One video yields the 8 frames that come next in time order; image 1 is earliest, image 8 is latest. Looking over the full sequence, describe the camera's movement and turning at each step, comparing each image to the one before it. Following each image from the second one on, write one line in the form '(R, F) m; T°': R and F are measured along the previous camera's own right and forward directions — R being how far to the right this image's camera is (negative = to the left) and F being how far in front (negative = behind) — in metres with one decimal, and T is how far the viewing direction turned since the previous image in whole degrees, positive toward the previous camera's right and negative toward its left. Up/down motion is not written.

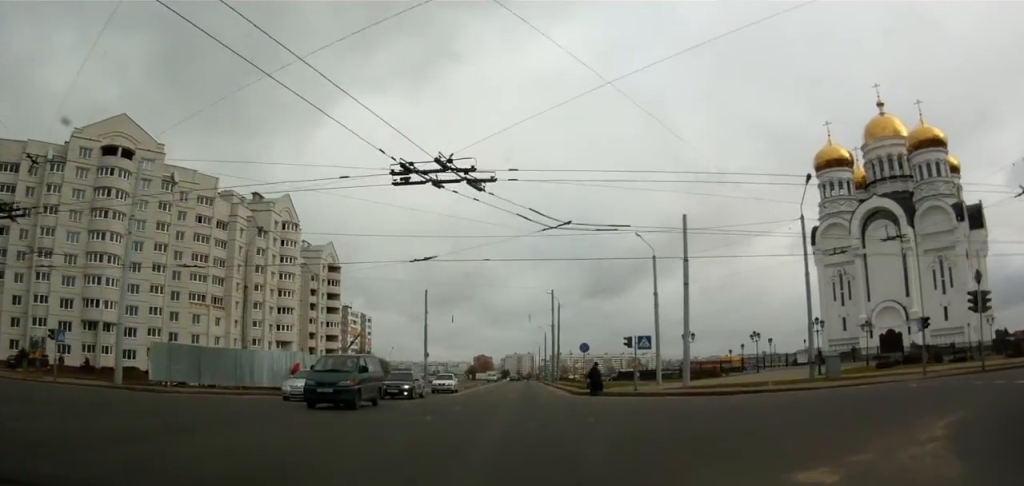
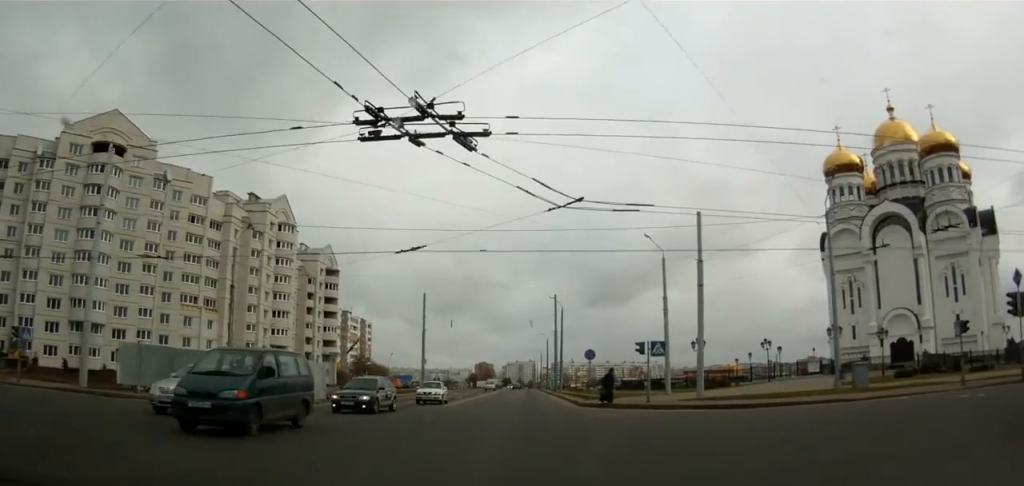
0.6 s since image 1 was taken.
(+0.1, +2.8) m; +1°
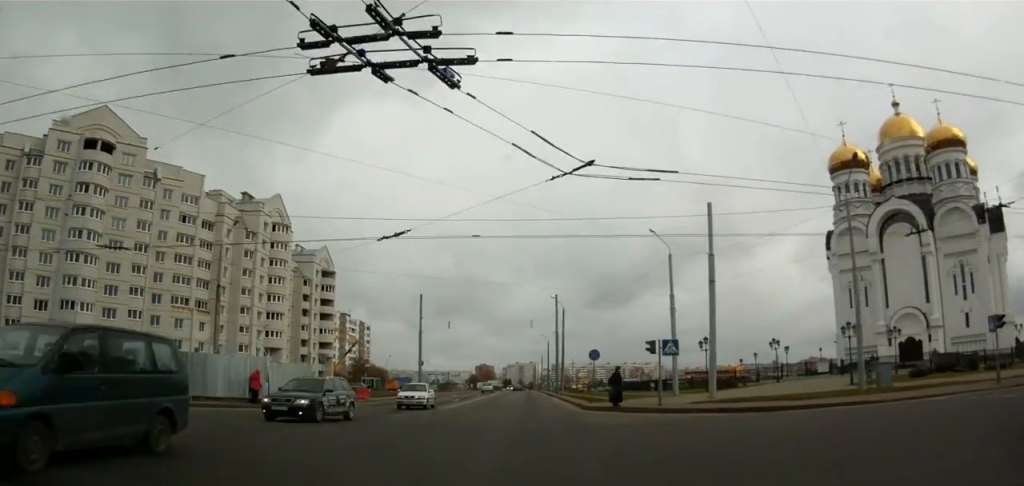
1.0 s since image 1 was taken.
(+0.1, +2.5) m; 0°
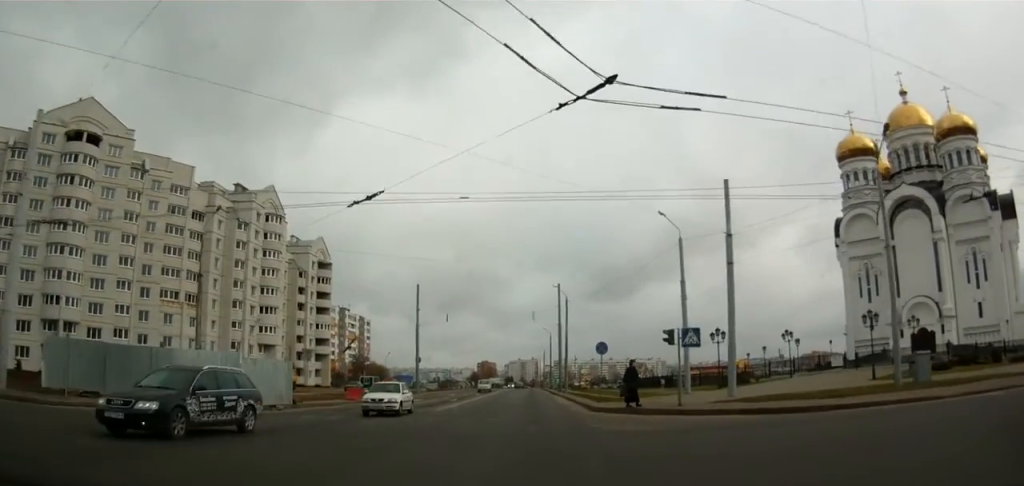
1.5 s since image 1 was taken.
(0.0, +2.8) m; -1°
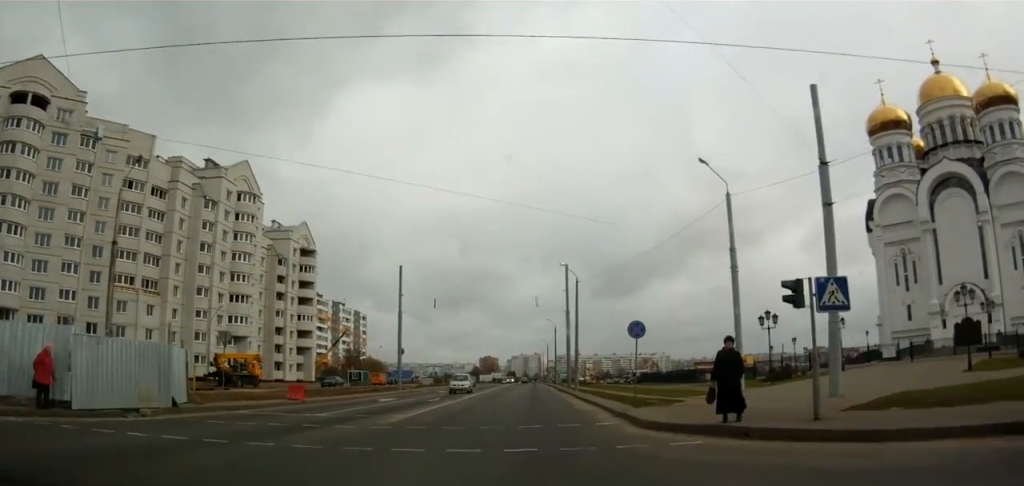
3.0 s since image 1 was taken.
(-0.5, +10.1) m; -3°
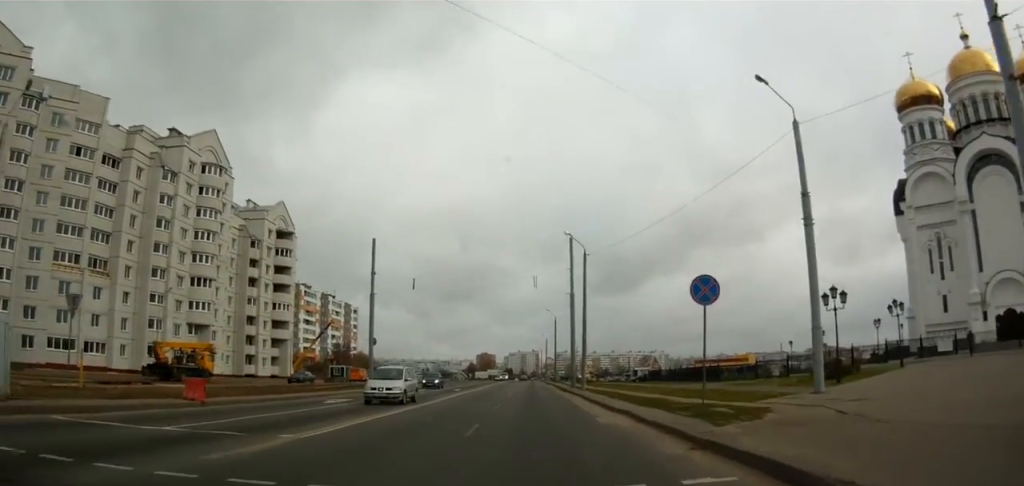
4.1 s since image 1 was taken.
(+0.1, +9.0) m; +2°
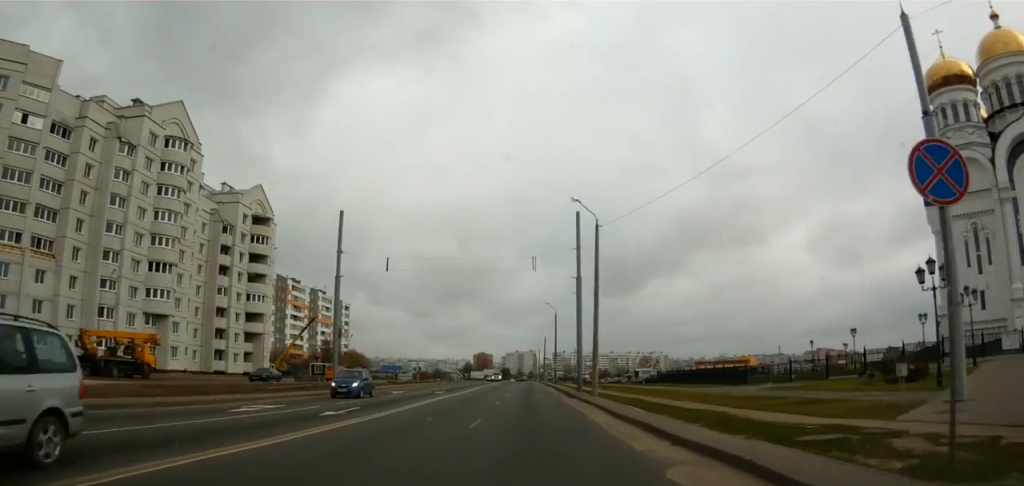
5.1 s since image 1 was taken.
(+0.2, +8.8) m; -1°
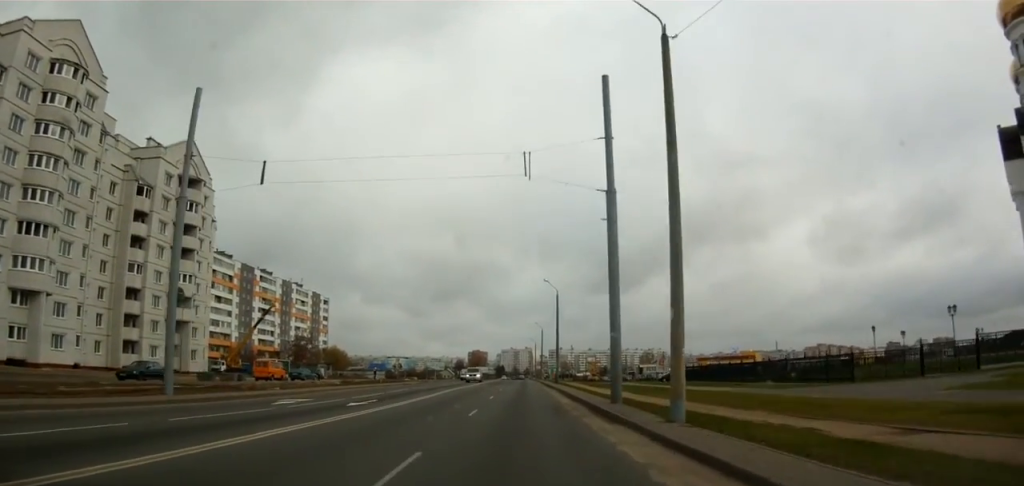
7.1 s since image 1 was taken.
(+0.1, +19.3) m; +1°
